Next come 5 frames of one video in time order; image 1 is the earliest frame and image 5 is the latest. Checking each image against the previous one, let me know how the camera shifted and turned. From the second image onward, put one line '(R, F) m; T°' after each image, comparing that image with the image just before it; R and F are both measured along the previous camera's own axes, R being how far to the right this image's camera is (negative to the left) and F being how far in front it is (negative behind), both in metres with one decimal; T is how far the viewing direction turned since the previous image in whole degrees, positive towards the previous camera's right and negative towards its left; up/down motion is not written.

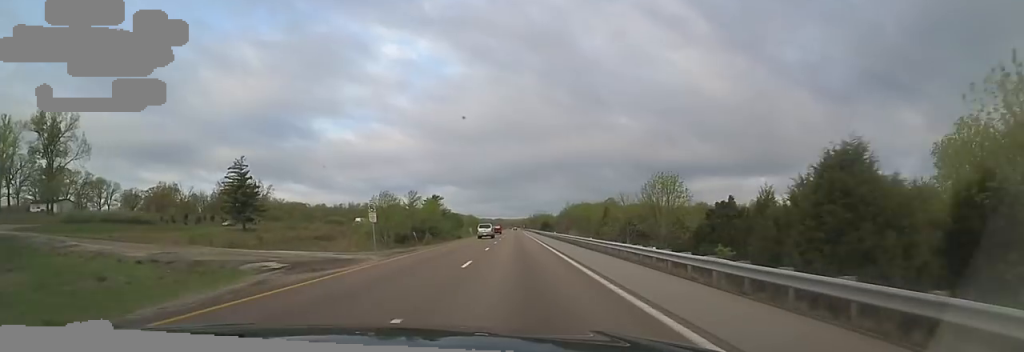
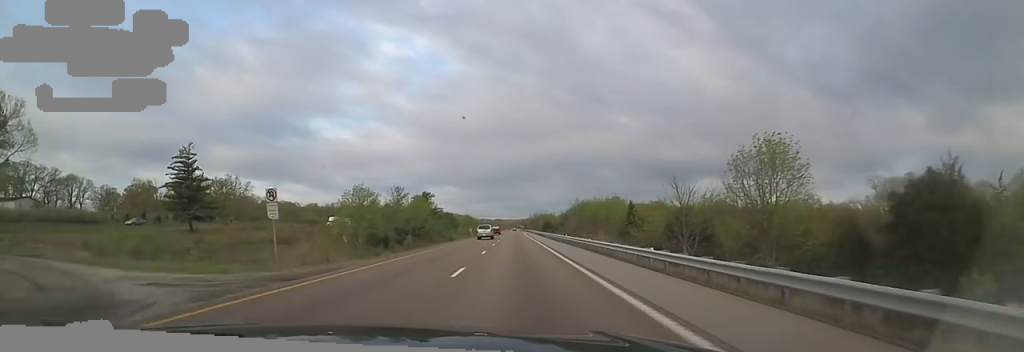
(-0.4, +14.8) m; 0°
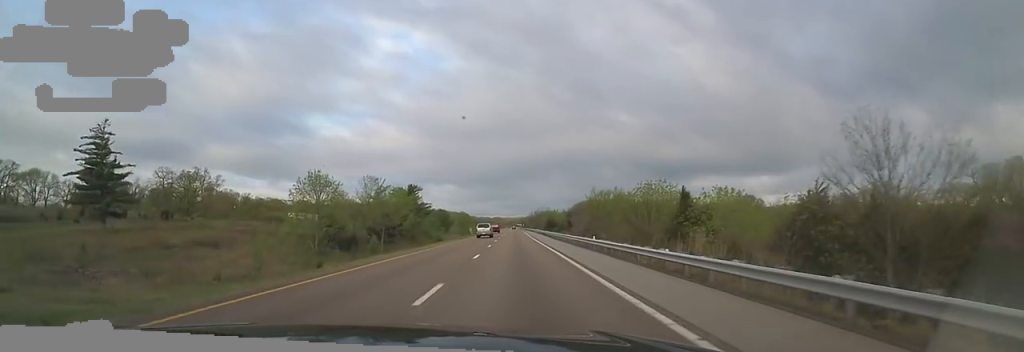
(-0.3, +16.9) m; 0°
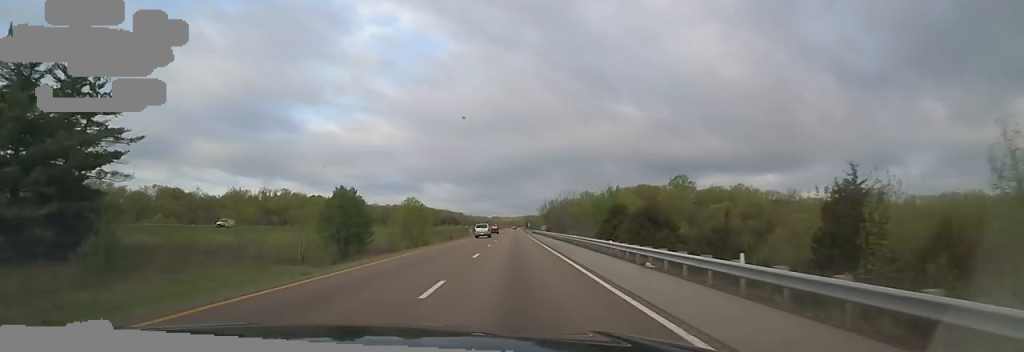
(-0.7, +99.0) m; -1°
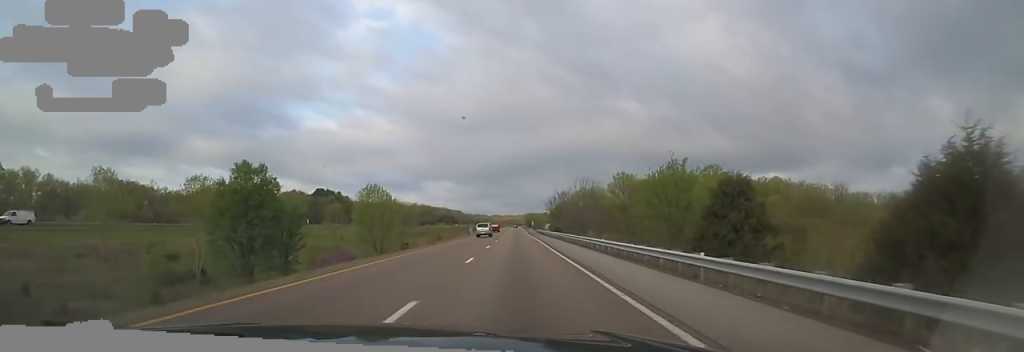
(+1.0, +28.7) m; +1°
